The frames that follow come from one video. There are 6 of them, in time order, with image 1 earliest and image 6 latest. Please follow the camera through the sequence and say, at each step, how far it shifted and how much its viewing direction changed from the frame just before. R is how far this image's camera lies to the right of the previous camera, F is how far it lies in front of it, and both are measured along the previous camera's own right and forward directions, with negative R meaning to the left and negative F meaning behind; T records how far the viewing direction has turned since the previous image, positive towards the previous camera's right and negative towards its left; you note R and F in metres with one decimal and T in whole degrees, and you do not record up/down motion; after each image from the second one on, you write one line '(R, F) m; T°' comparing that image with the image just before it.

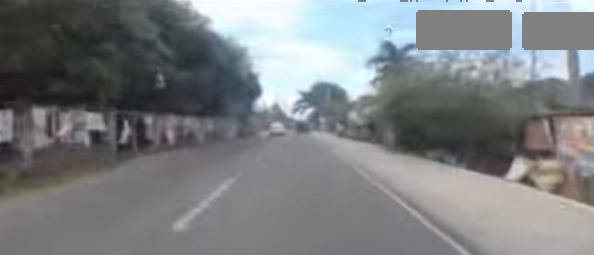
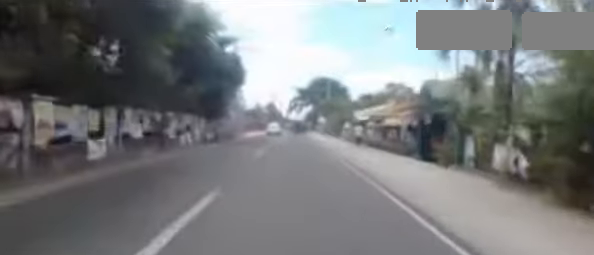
(-0.1, +10.3) m; 0°
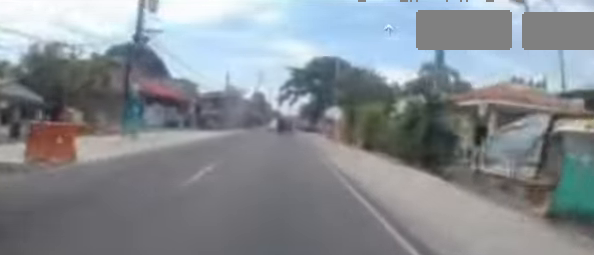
(-0.4, +23.7) m; -1°
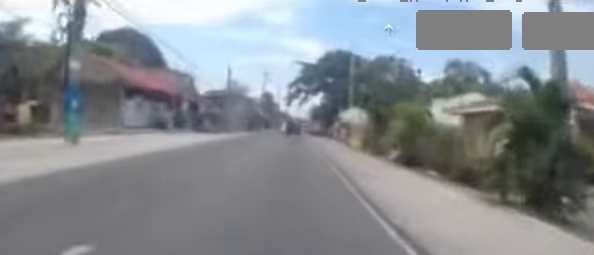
(+0.2, +5.5) m; +1°
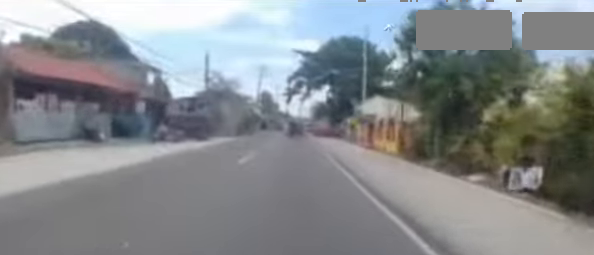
(+0.2, +9.1) m; +1°
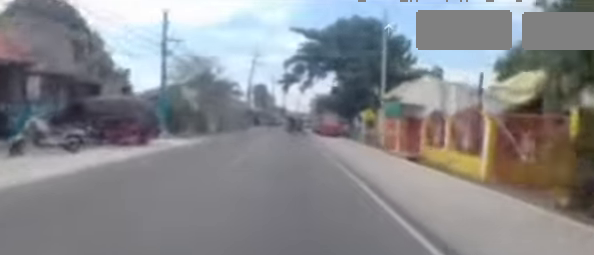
(-0.1, +8.5) m; 0°
